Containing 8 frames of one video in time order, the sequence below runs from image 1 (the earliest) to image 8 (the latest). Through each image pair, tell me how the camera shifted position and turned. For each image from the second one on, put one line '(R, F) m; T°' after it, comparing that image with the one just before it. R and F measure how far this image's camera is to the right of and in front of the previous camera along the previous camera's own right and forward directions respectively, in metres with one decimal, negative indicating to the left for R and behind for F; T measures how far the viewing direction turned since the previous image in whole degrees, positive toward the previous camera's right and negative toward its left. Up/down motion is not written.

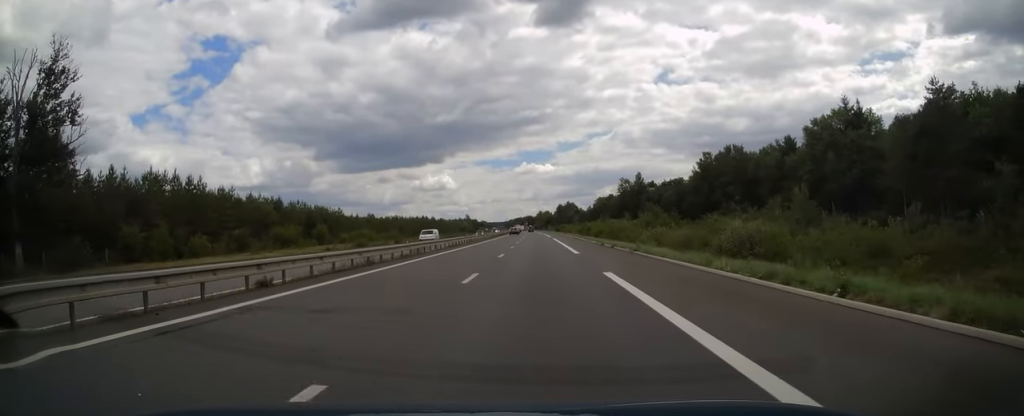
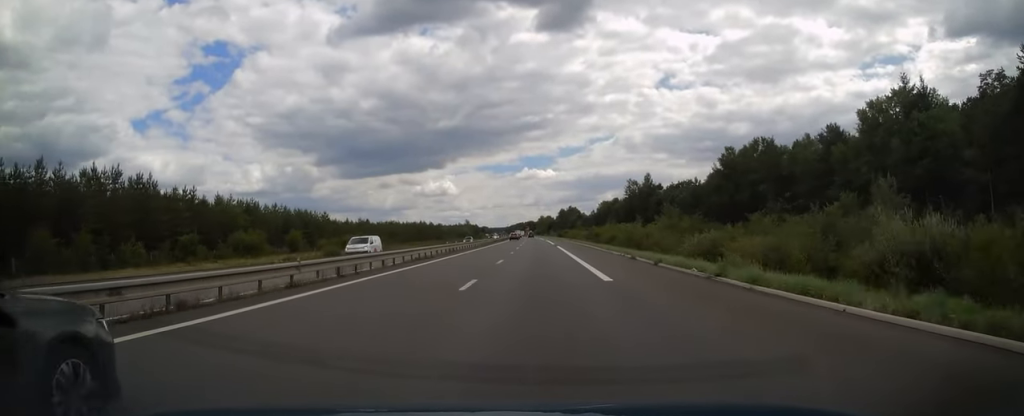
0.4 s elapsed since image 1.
(0.0, +13.4) m; 0°
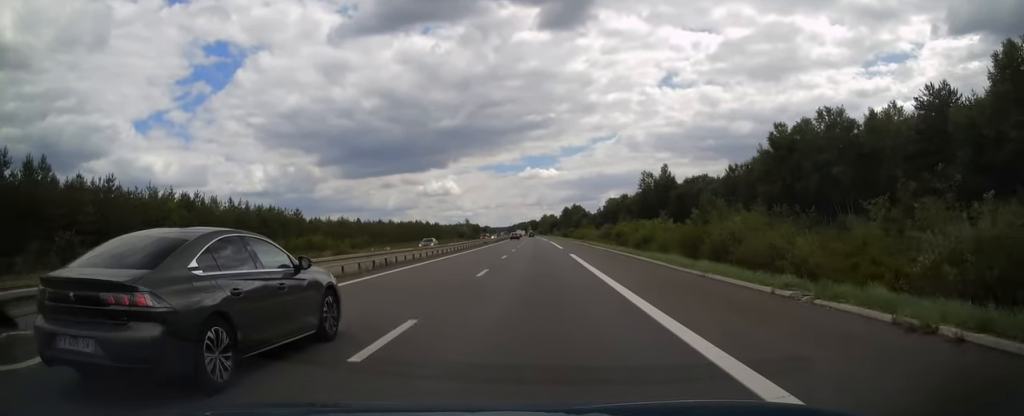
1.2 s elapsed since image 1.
(0.0, +21.3) m; 0°
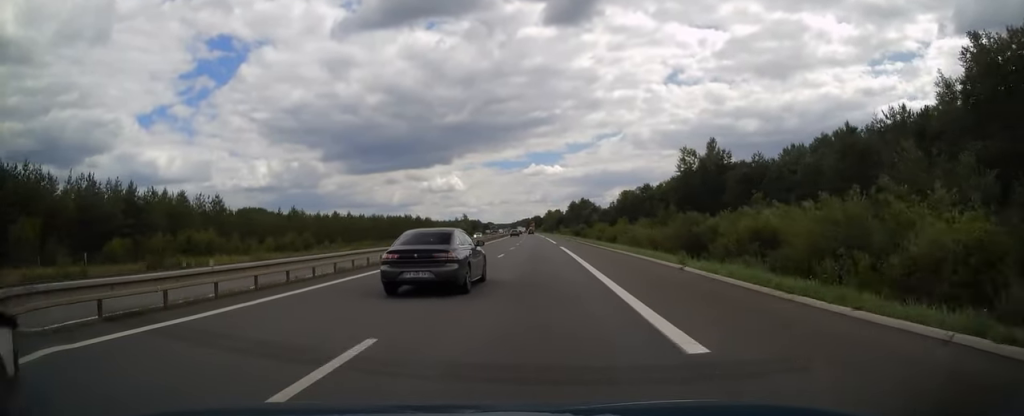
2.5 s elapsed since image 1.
(-0.1, +40.6) m; 0°
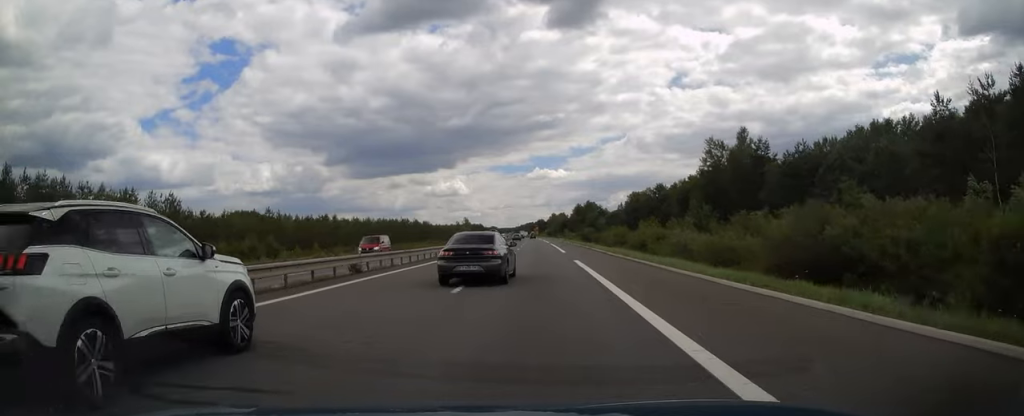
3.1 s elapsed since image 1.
(-0.1, +16.3) m; 0°
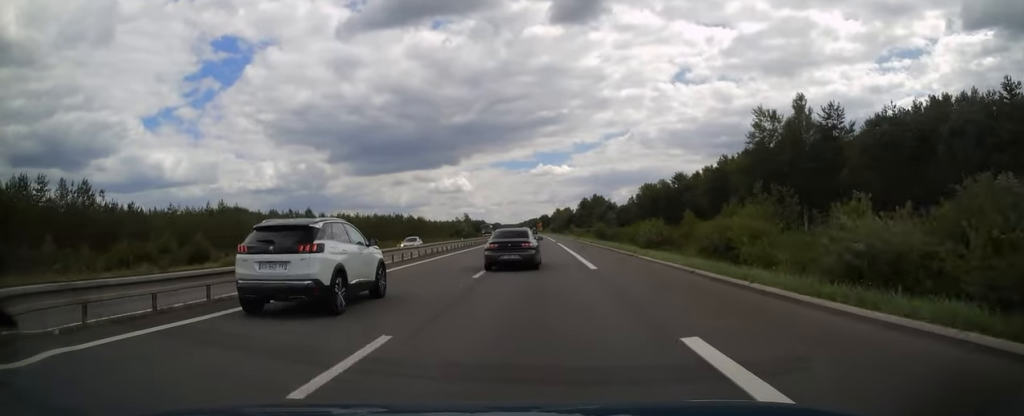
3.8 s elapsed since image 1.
(-0.1, +22.2) m; 0°
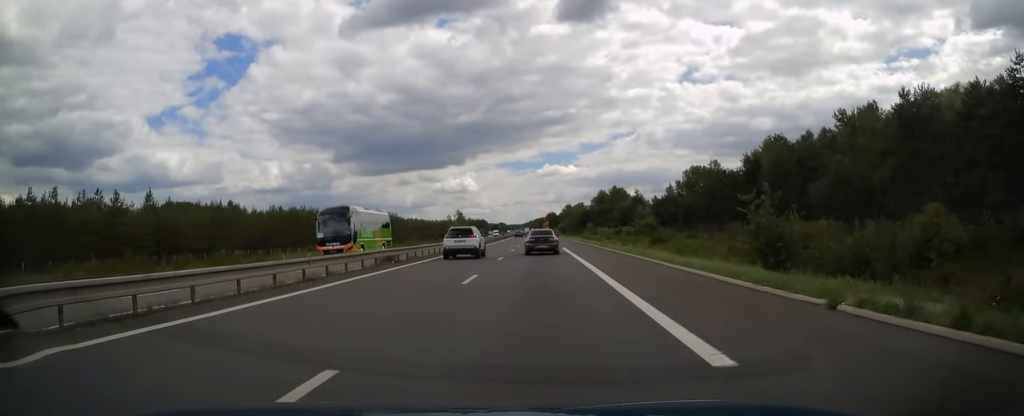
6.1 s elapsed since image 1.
(-0.4, +66.6) m; -1°
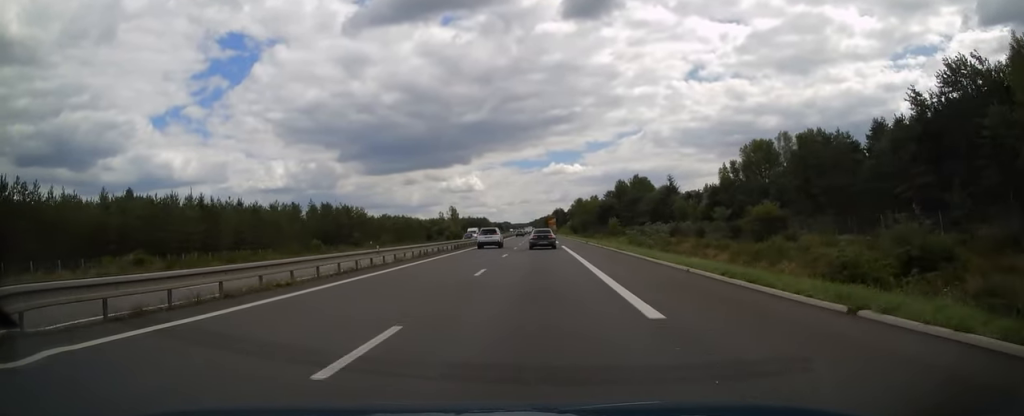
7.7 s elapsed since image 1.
(-0.2, +48.9) m; 0°
